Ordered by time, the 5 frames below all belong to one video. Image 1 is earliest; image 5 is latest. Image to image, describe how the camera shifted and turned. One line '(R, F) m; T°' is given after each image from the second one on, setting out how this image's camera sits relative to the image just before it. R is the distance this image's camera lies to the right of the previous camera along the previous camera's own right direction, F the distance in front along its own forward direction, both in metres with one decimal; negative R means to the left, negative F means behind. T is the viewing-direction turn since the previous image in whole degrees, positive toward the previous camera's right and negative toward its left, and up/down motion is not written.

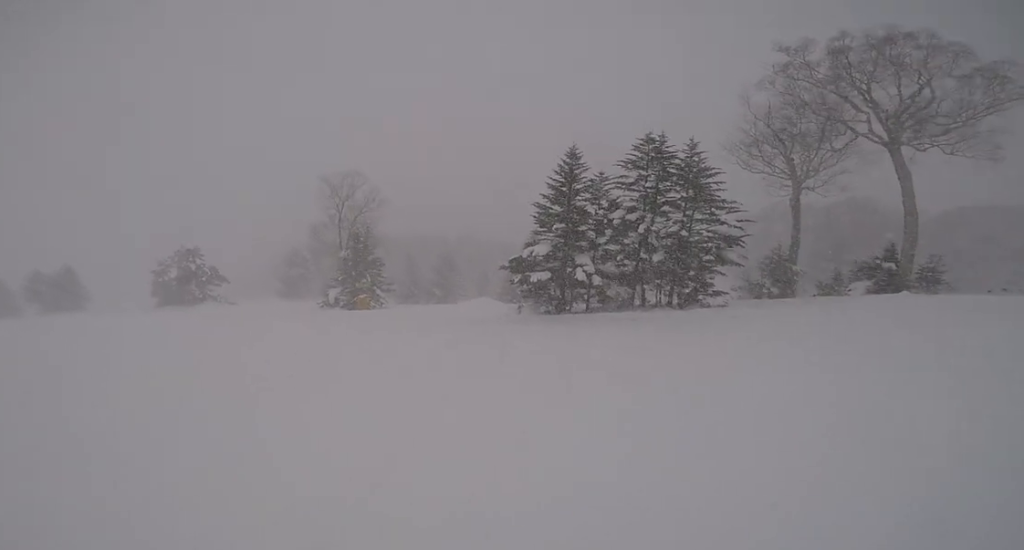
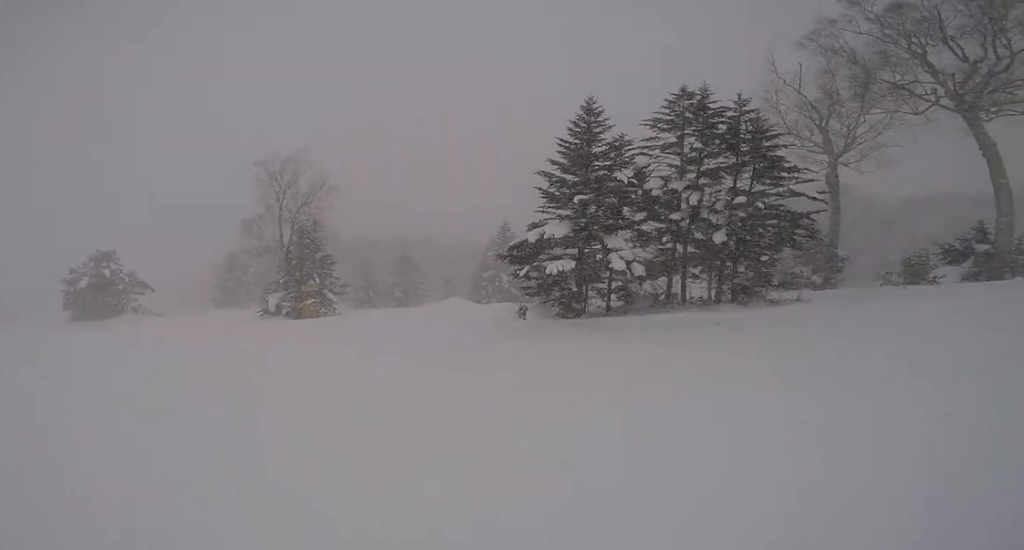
(-0.7, +7.4) m; -8°
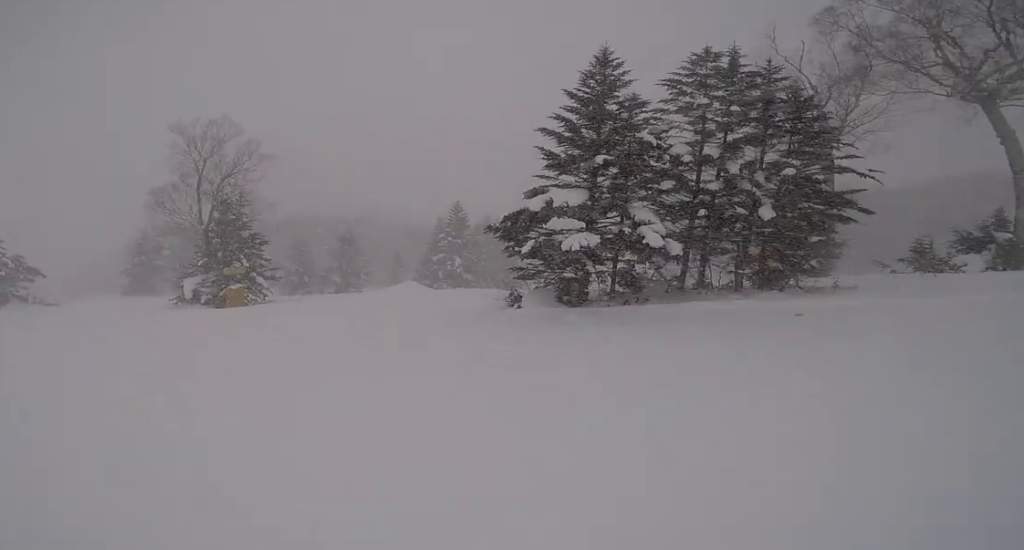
(-0.3, +4.5) m; +5°
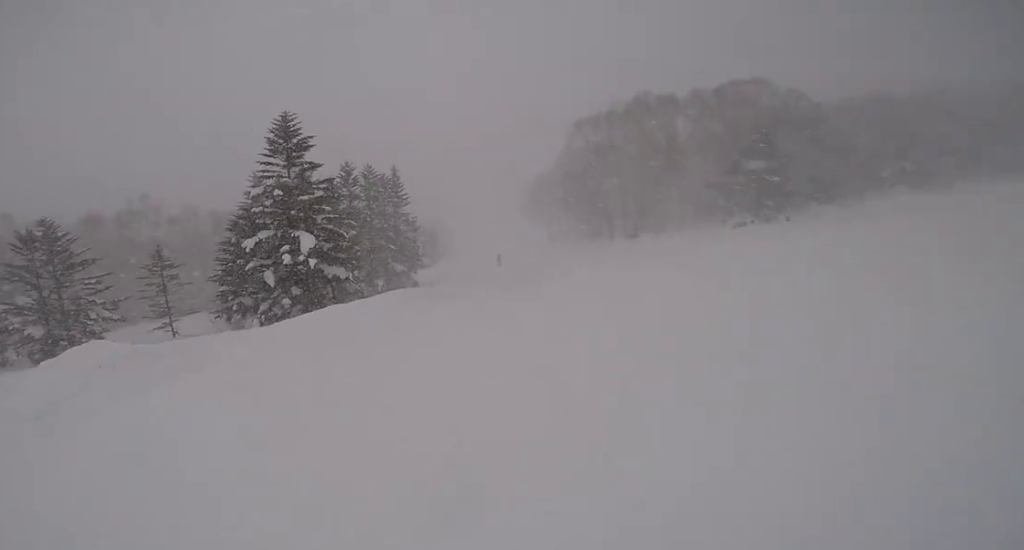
(+10.6, +23.9) m; +43°
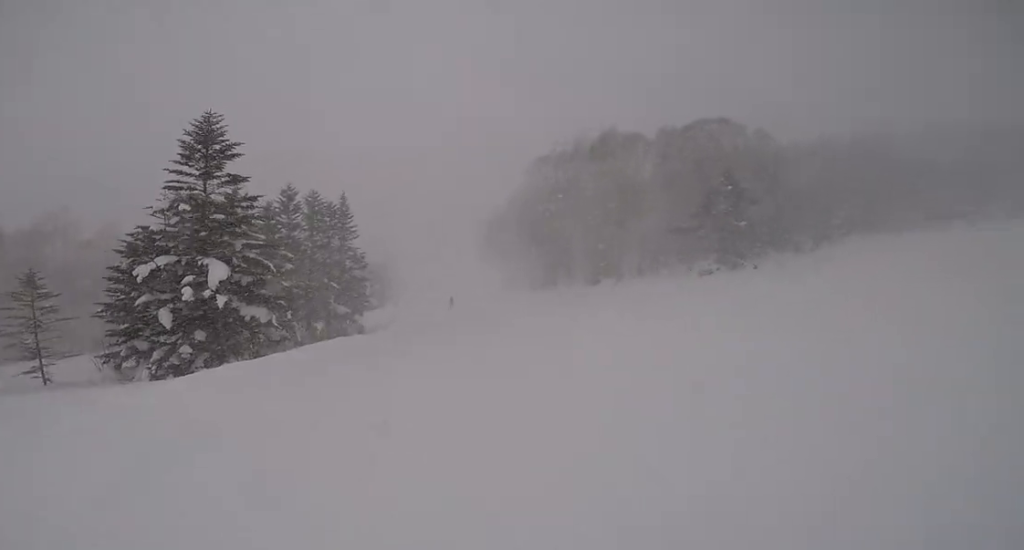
(+0.6, +4.1) m; +1°
